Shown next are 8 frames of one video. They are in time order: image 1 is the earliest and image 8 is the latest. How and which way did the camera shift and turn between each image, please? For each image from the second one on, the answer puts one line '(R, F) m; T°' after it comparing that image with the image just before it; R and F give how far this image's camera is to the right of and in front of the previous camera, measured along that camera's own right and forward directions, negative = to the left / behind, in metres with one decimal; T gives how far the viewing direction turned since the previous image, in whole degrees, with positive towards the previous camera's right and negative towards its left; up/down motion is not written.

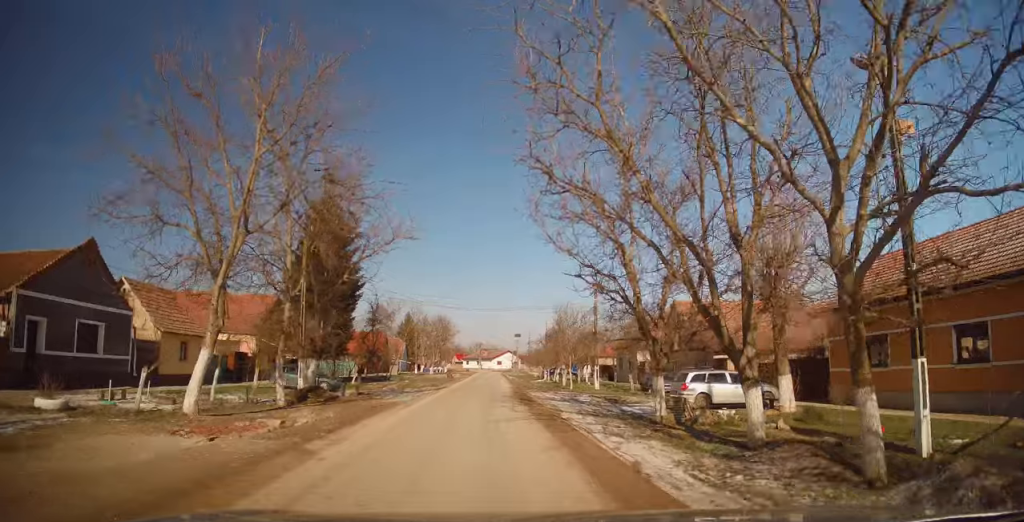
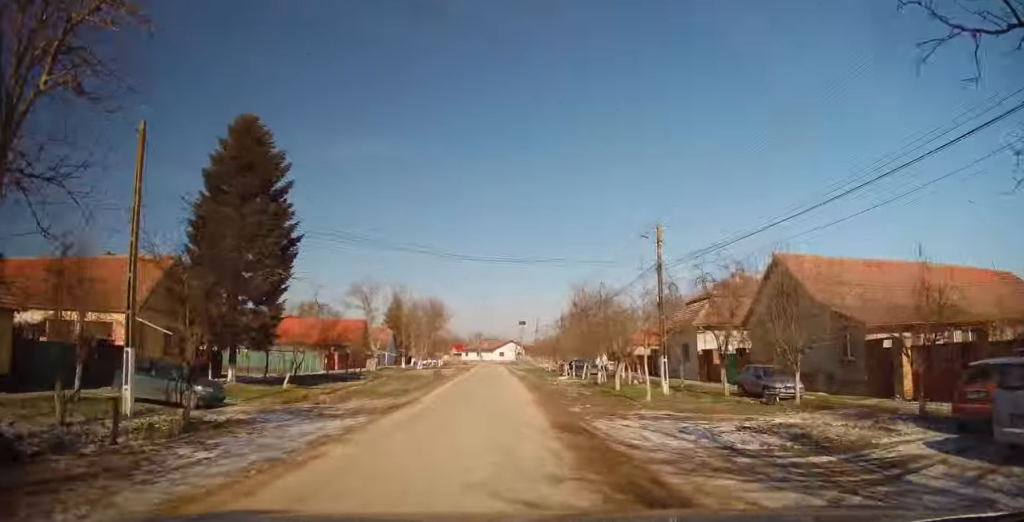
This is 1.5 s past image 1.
(-0.2, +15.1) m; 0°
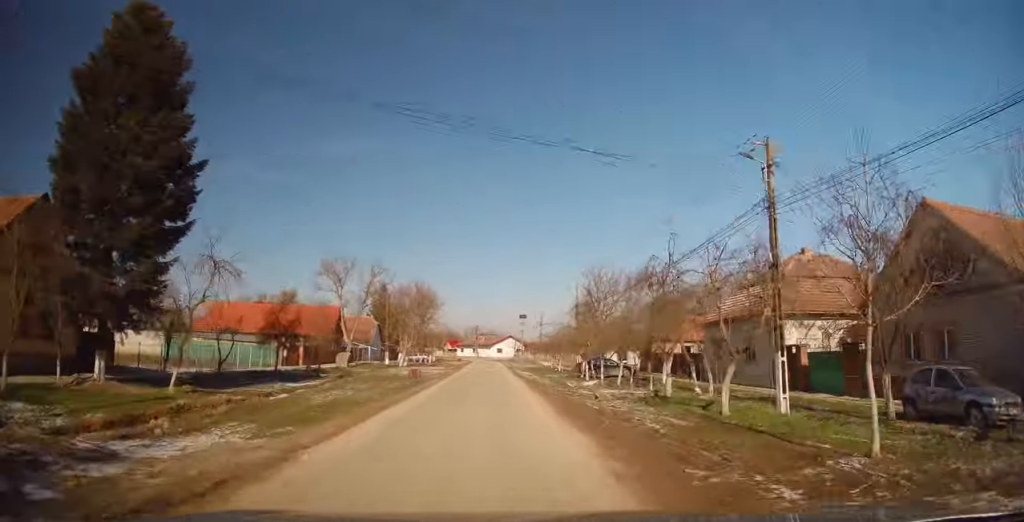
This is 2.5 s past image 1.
(+0.1, +10.7) m; 0°
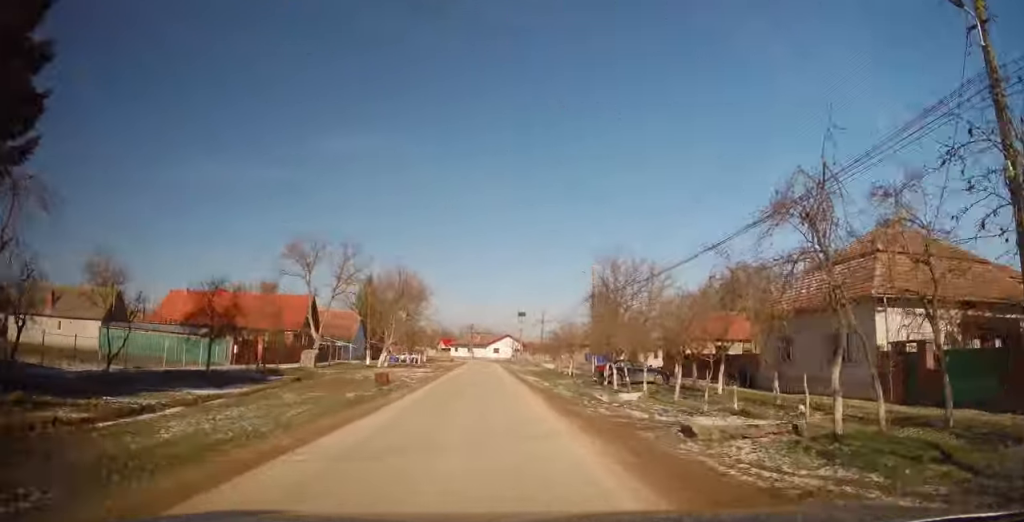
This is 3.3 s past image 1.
(-0.2, +8.4) m; 0°
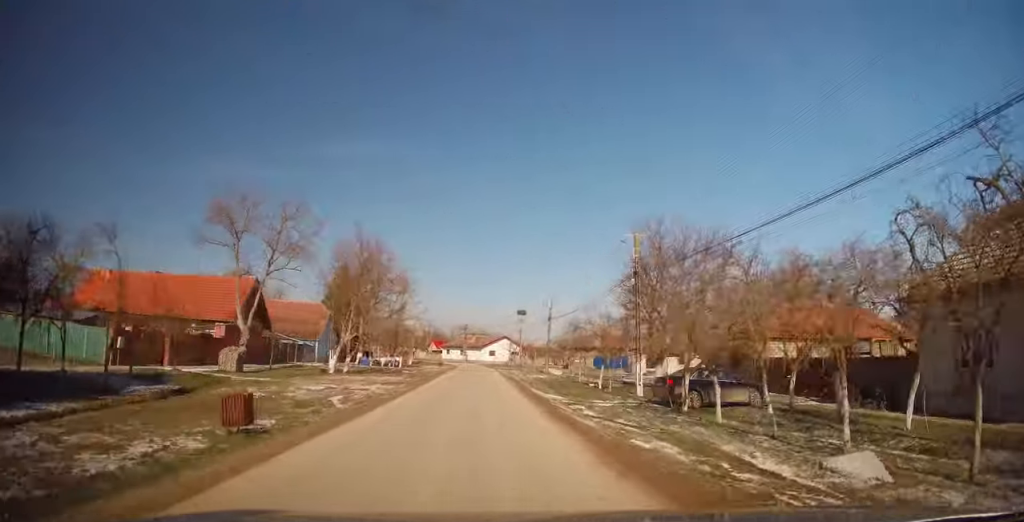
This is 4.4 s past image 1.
(+0.4, +12.1) m; +1°
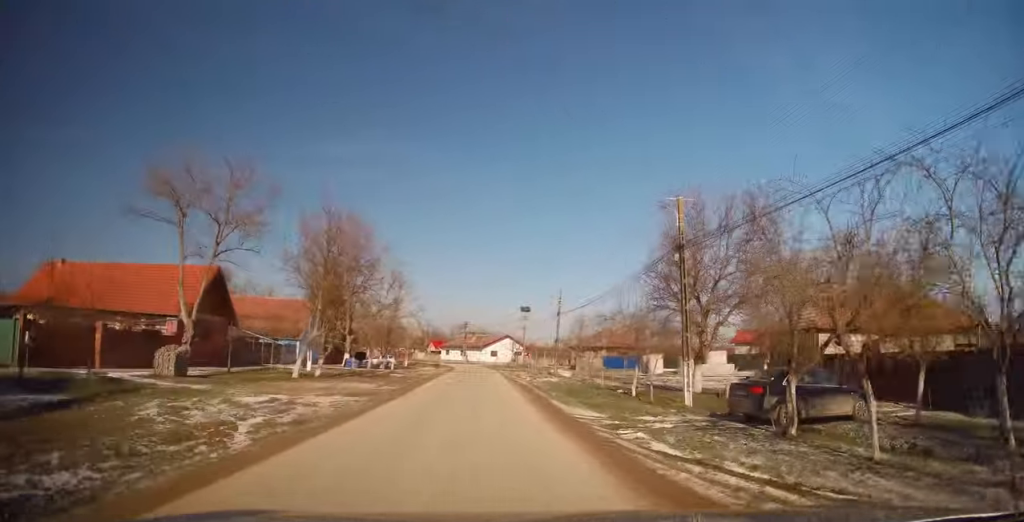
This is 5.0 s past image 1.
(0.0, +6.2) m; 0°
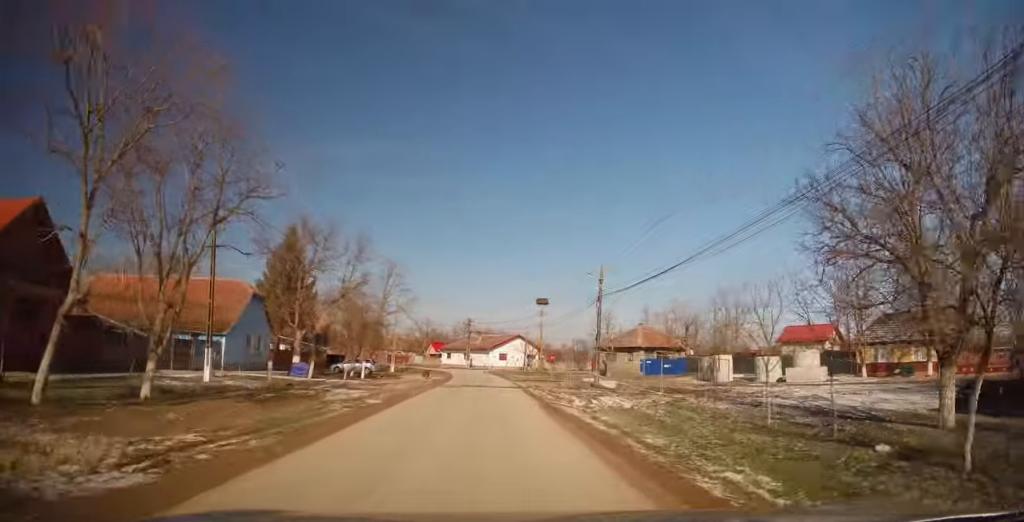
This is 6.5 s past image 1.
(0.0, +16.6) m; 0°
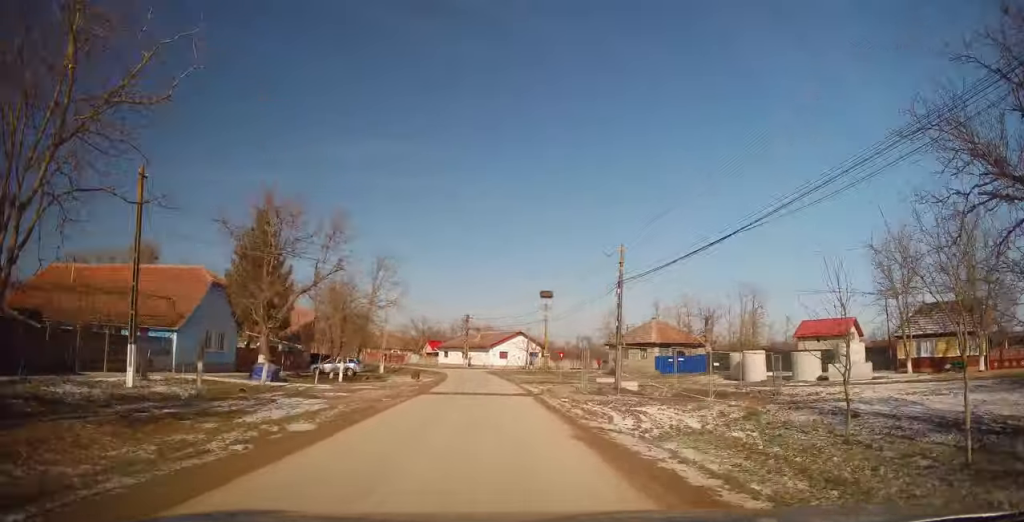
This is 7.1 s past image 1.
(0.0, +6.2) m; 0°
